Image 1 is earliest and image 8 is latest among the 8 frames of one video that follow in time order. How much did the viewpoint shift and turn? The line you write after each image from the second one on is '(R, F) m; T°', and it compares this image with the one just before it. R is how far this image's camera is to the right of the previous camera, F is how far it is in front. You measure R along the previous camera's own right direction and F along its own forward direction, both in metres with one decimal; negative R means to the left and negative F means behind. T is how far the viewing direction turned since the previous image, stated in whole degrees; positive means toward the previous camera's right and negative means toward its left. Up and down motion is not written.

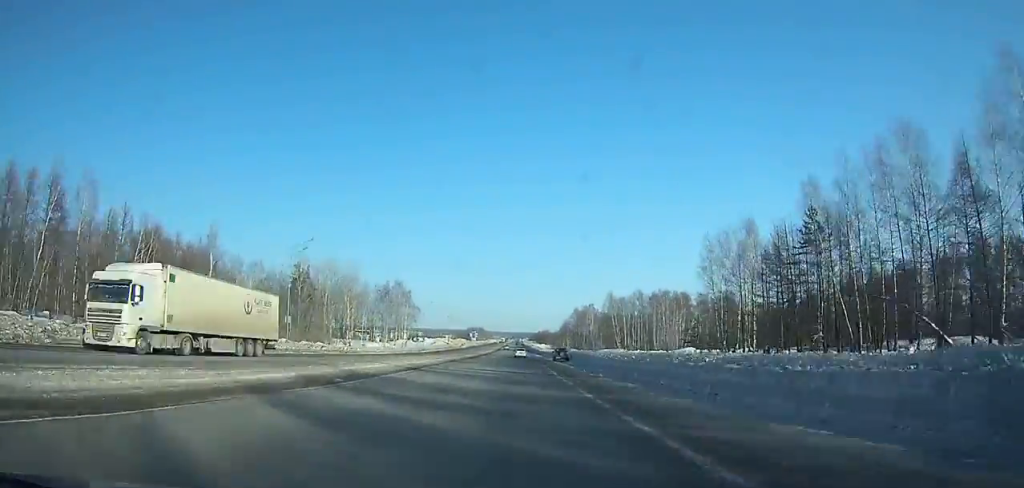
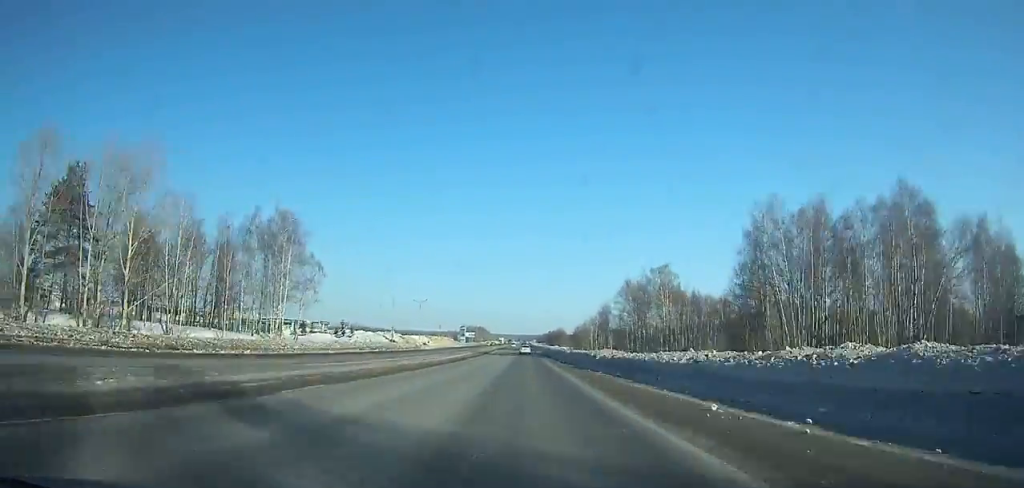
(-0.7, +96.5) m; 0°
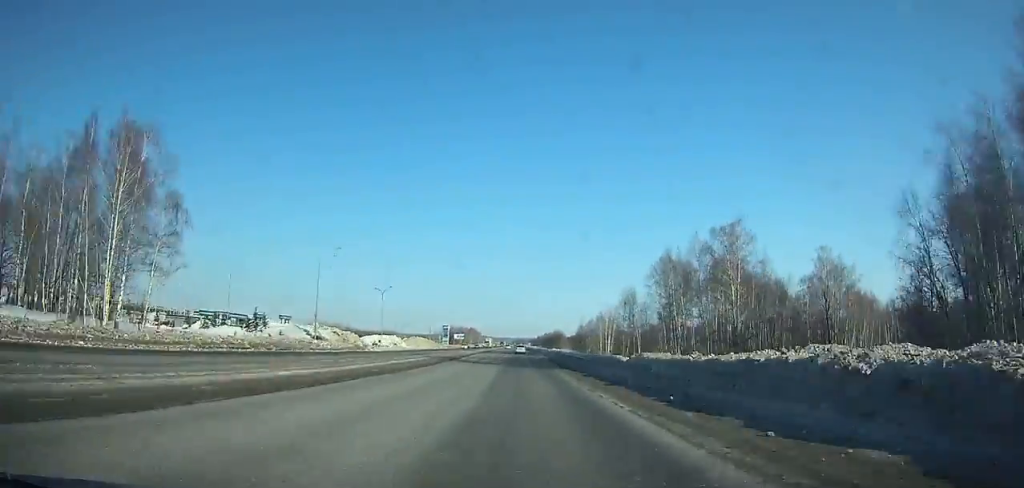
(+0.1, +39.1) m; 0°
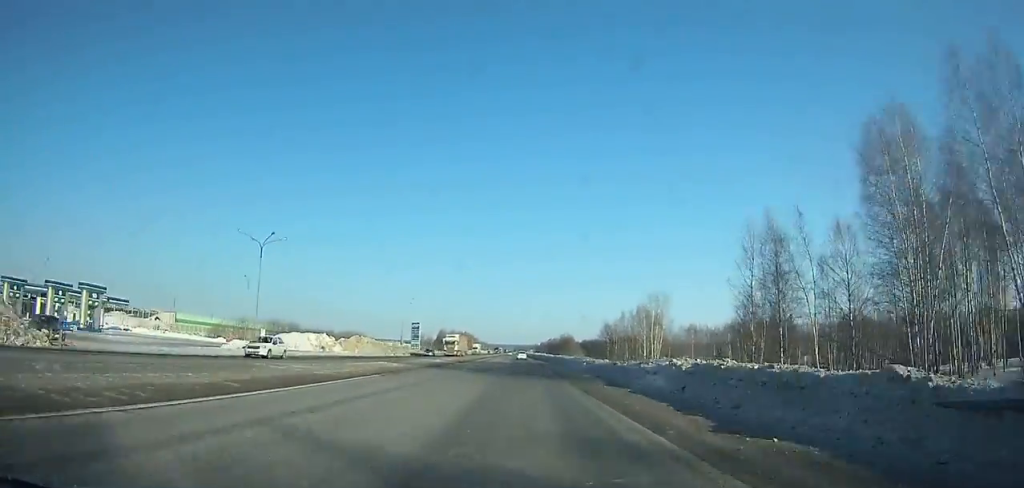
(-0.2, +61.0) m; 0°
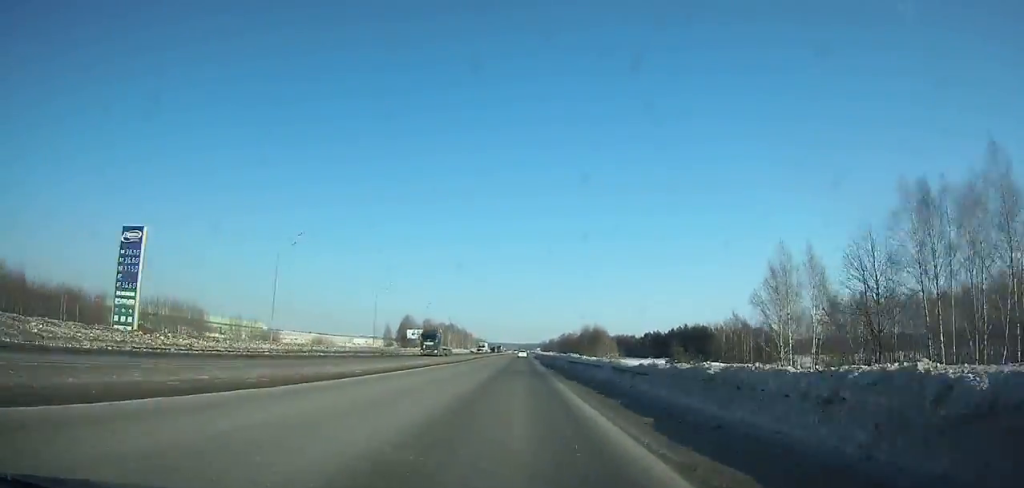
(+0.1, +110.9) m; 0°
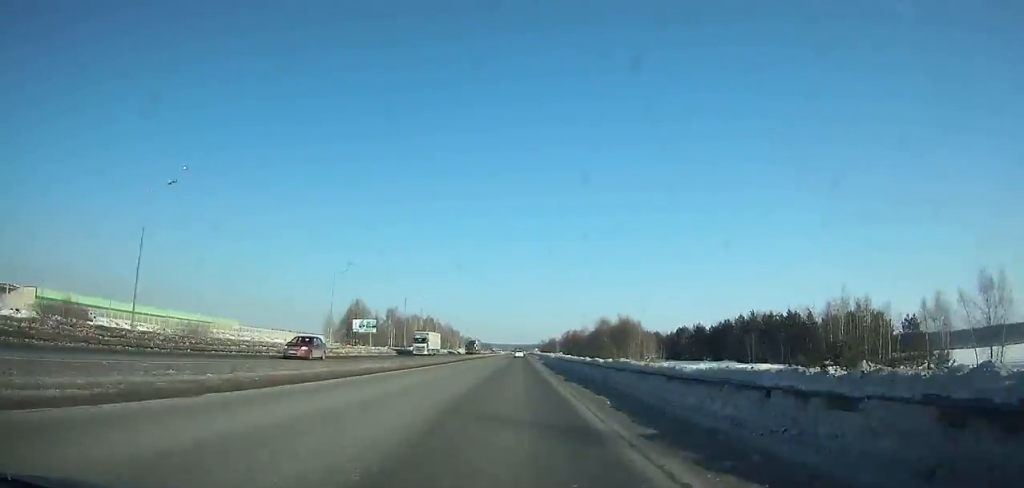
(-0.2, +64.8) m; 0°
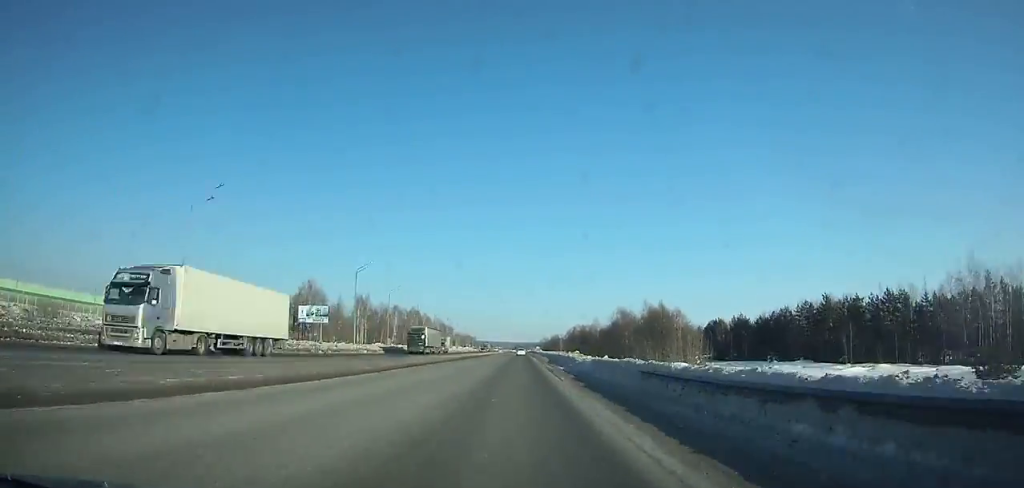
(0.0, +36.7) m; 0°
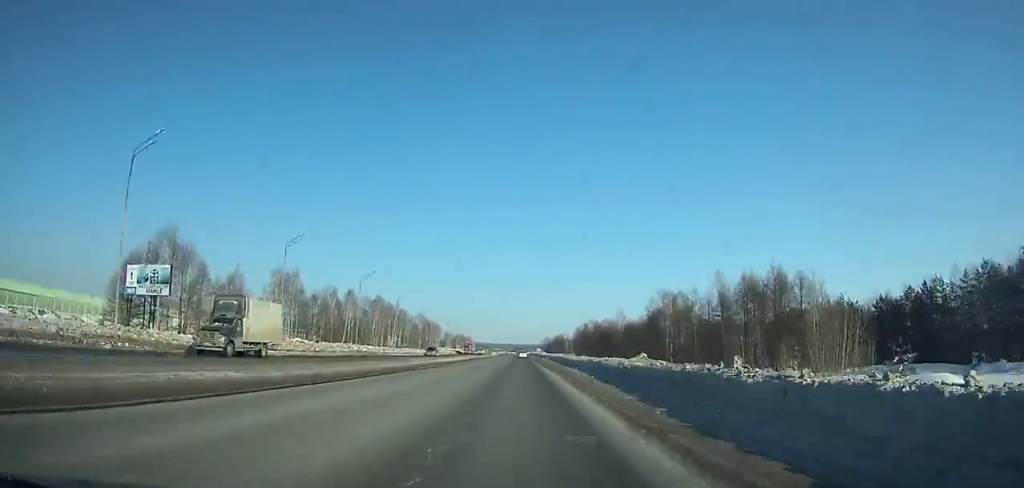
(0.0, +51.2) m; 0°
